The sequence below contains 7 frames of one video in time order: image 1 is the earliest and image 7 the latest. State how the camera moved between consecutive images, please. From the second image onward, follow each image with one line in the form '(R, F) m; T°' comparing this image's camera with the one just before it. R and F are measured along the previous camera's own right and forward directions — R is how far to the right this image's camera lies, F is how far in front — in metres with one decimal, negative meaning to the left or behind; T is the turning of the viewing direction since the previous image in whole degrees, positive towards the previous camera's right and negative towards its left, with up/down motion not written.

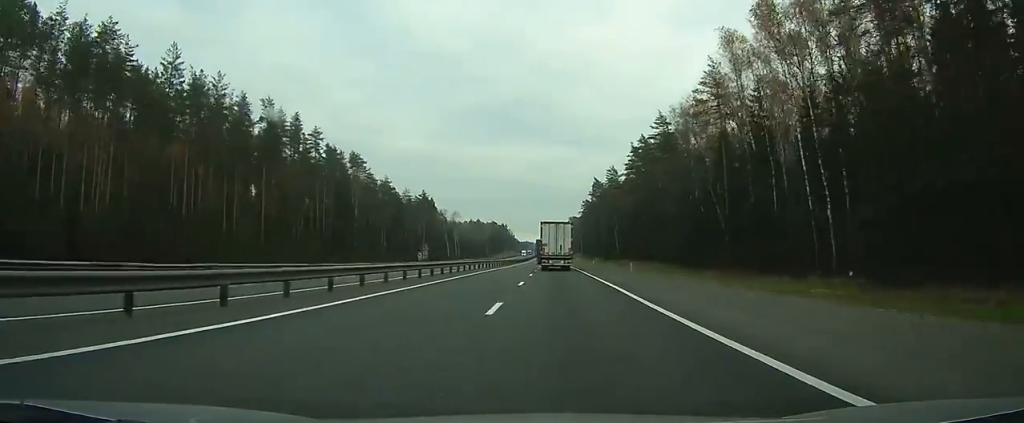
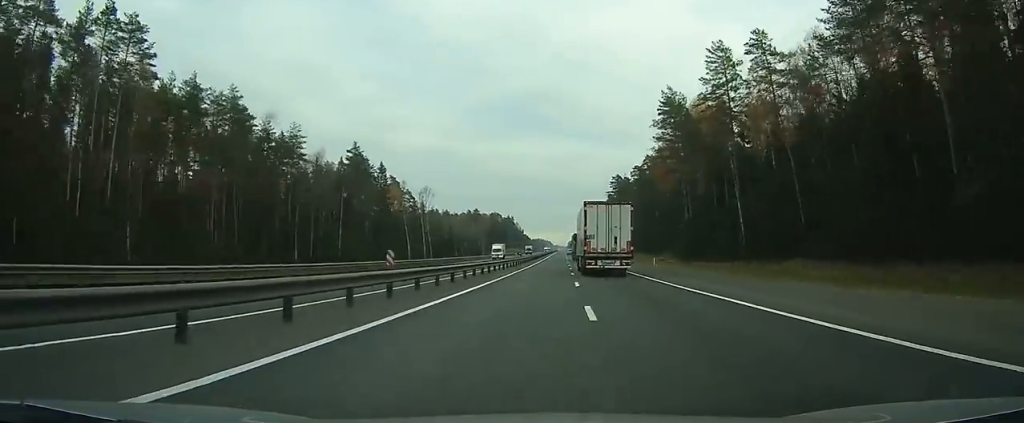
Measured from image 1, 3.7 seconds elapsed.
(-0.6, +93.2) m; -1°
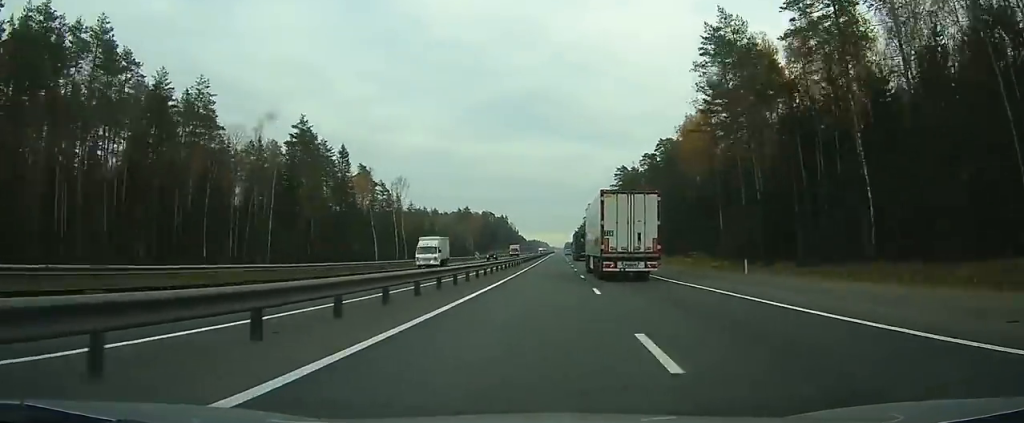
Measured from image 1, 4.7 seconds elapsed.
(-0.1, +26.5) m; 0°
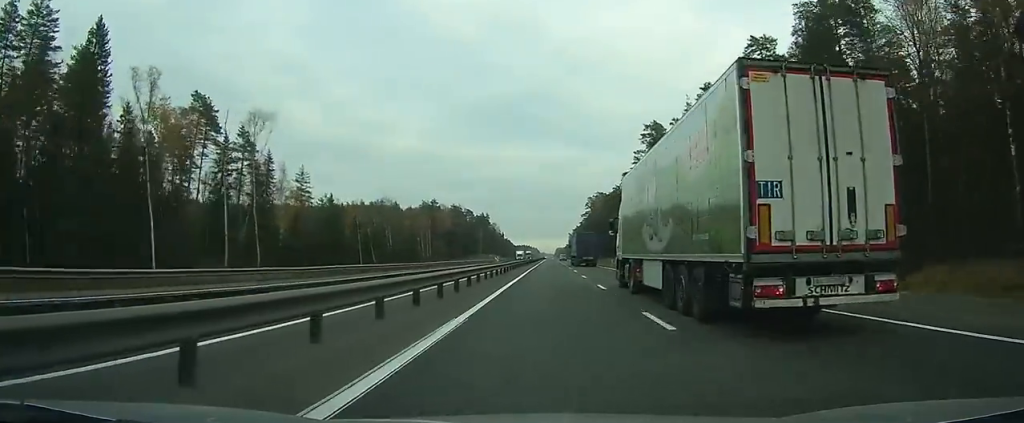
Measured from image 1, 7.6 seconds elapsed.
(+0.2, +80.5) m; 0°
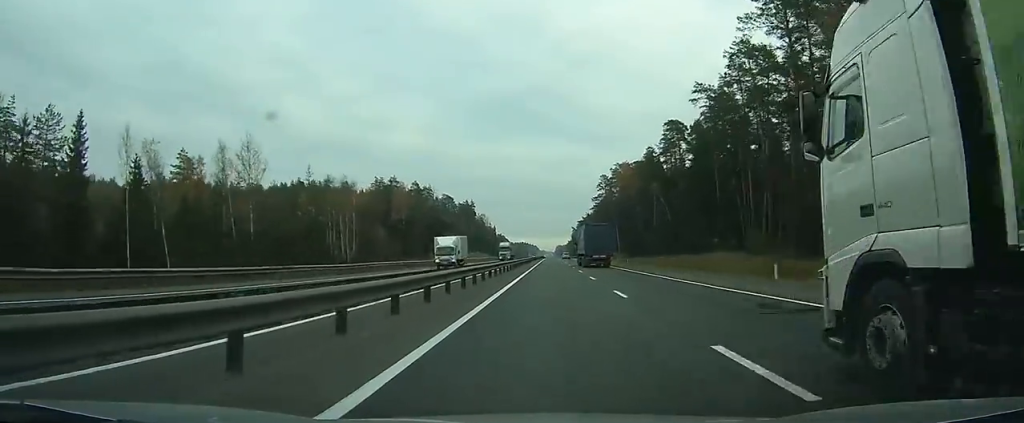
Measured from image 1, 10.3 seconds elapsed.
(+0.5, +83.4) m; +1°
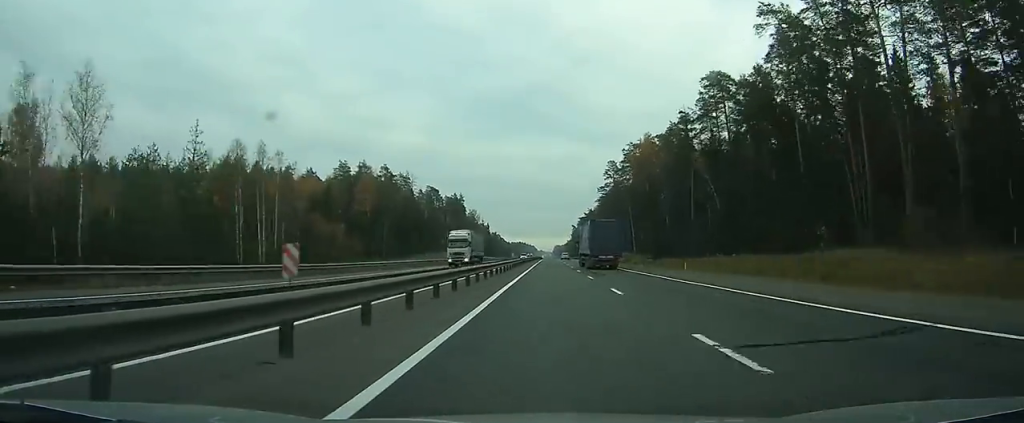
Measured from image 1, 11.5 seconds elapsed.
(+0.1, +36.9) m; 0°
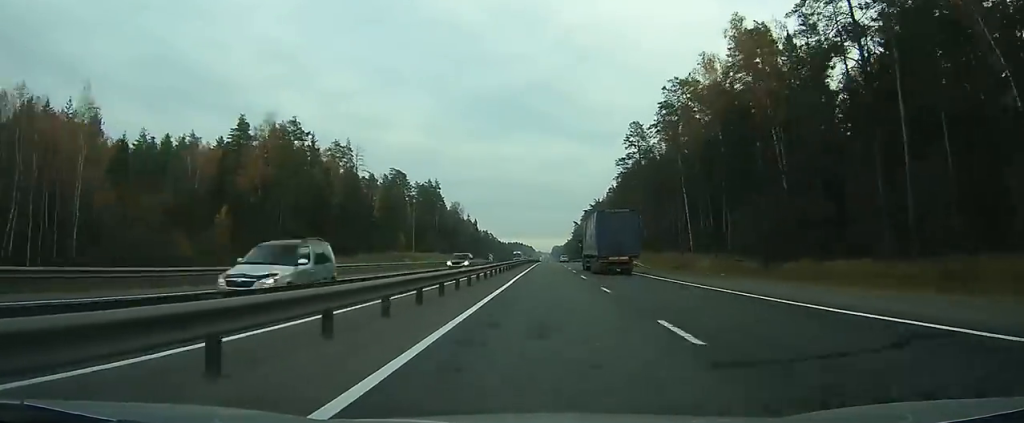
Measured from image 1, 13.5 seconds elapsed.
(+0.3, +58.6) m; 0°
